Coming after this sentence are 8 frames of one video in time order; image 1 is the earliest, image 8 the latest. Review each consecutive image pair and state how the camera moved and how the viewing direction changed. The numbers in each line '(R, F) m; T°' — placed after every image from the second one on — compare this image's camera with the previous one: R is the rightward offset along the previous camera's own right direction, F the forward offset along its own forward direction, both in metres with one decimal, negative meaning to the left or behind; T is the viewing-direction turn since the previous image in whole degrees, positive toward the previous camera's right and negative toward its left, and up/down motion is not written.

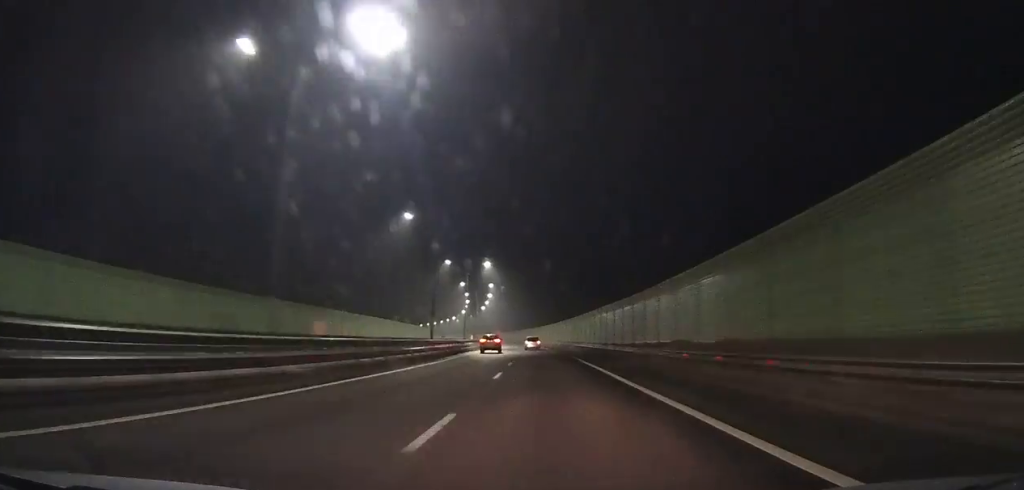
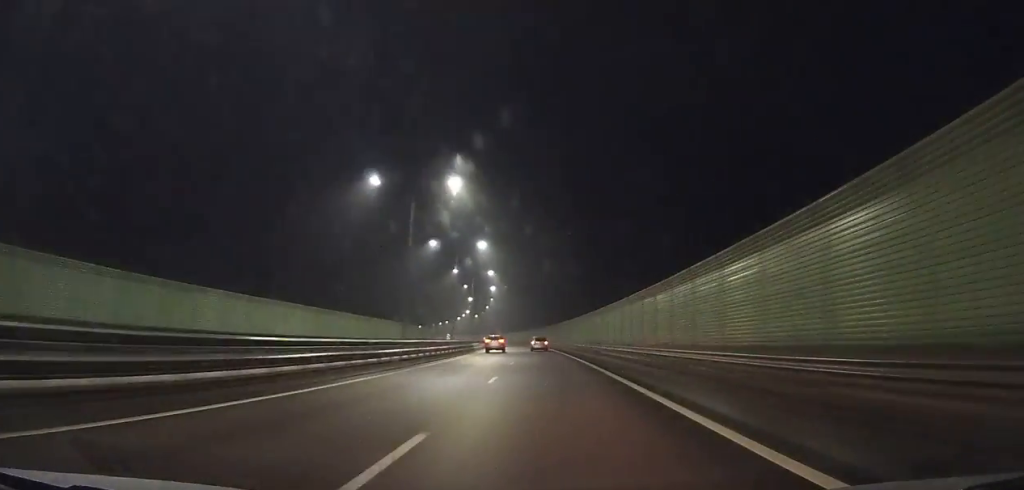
(-1.9, +71.1) m; -3°
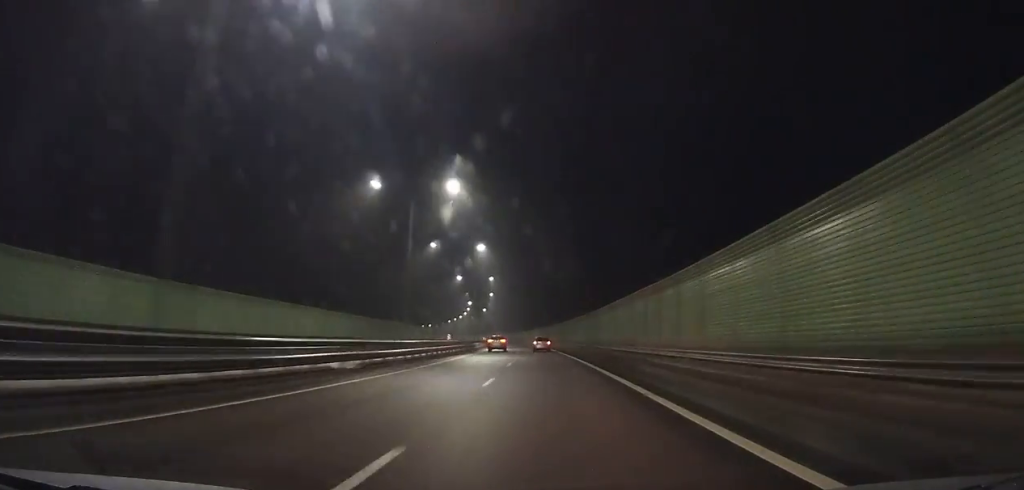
(-0.7, +48.9) m; -2°
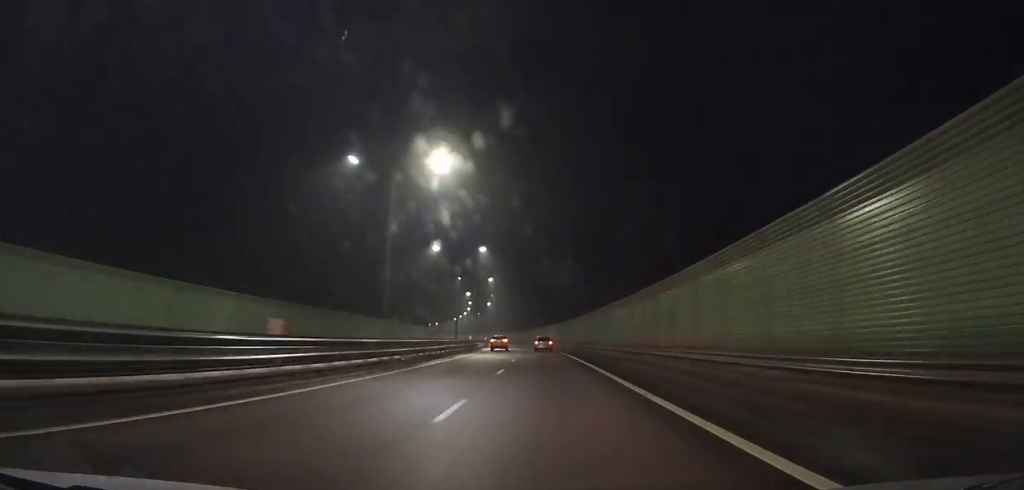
(-0.8, +31.8) m; -2°
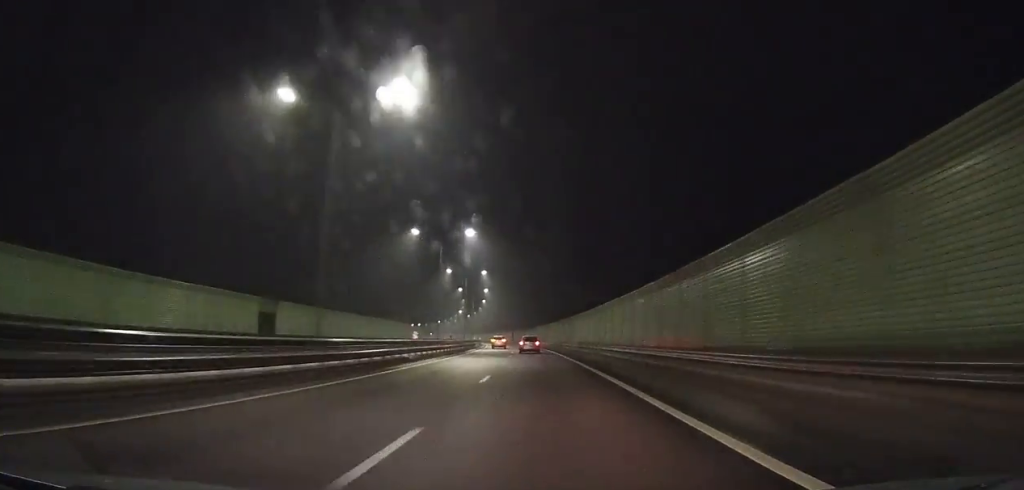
(-12.1, +173.7) m; -8°
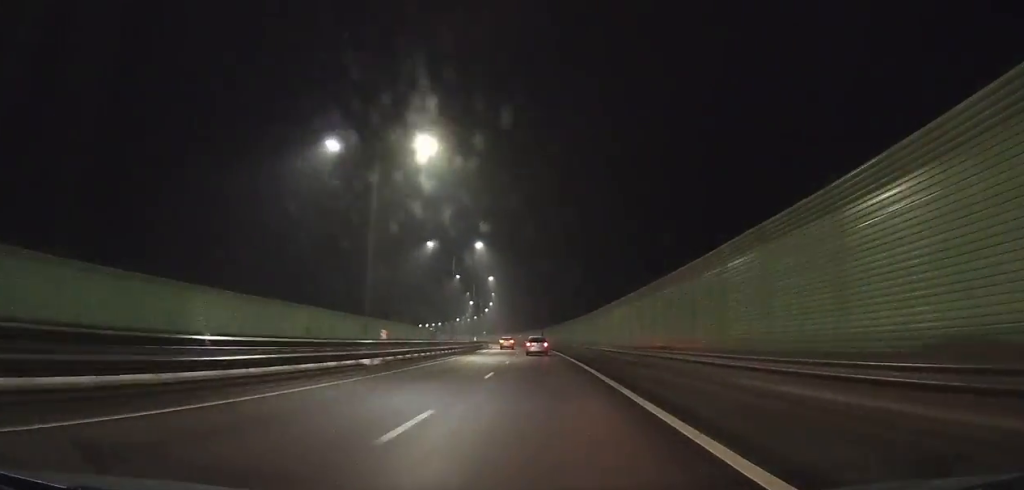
(-1.7, +59.5) m; -3°
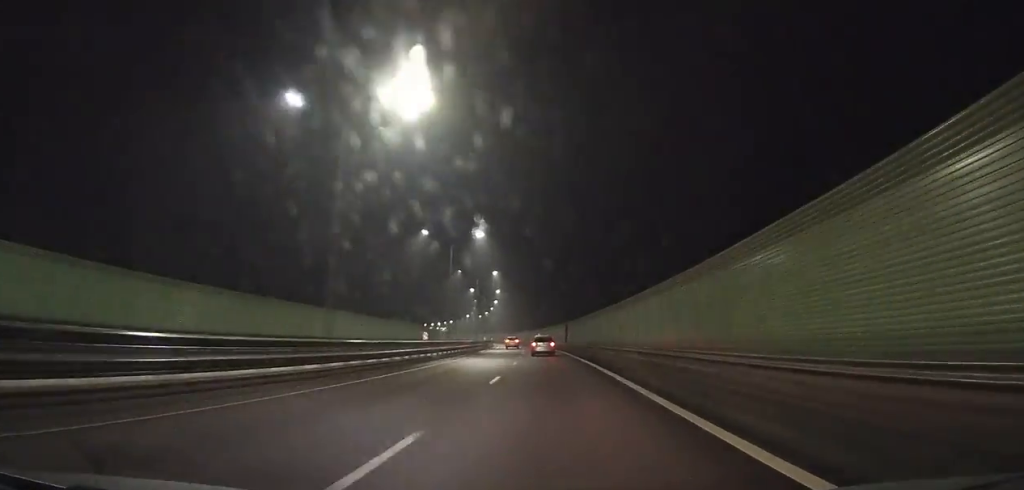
(-0.3, +39.2) m; -2°
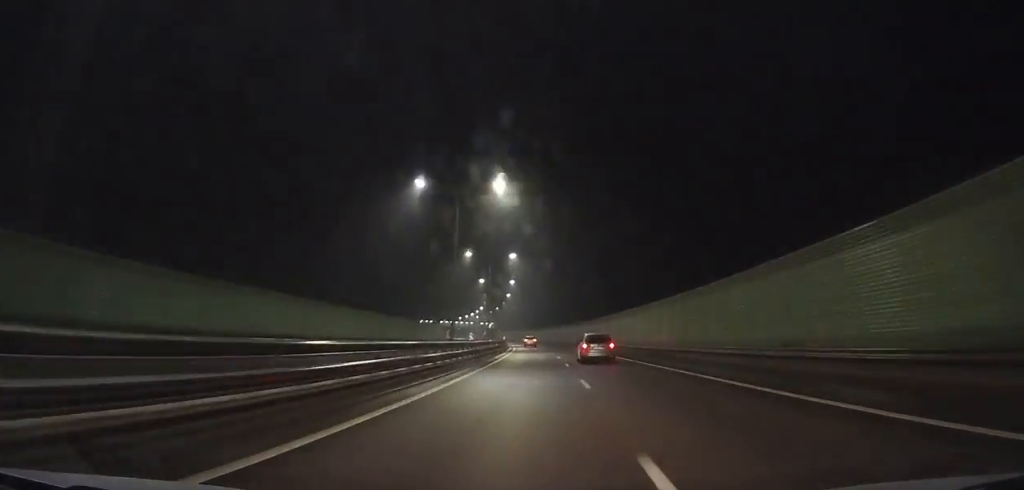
(-10.1, +148.4) m; -7°
